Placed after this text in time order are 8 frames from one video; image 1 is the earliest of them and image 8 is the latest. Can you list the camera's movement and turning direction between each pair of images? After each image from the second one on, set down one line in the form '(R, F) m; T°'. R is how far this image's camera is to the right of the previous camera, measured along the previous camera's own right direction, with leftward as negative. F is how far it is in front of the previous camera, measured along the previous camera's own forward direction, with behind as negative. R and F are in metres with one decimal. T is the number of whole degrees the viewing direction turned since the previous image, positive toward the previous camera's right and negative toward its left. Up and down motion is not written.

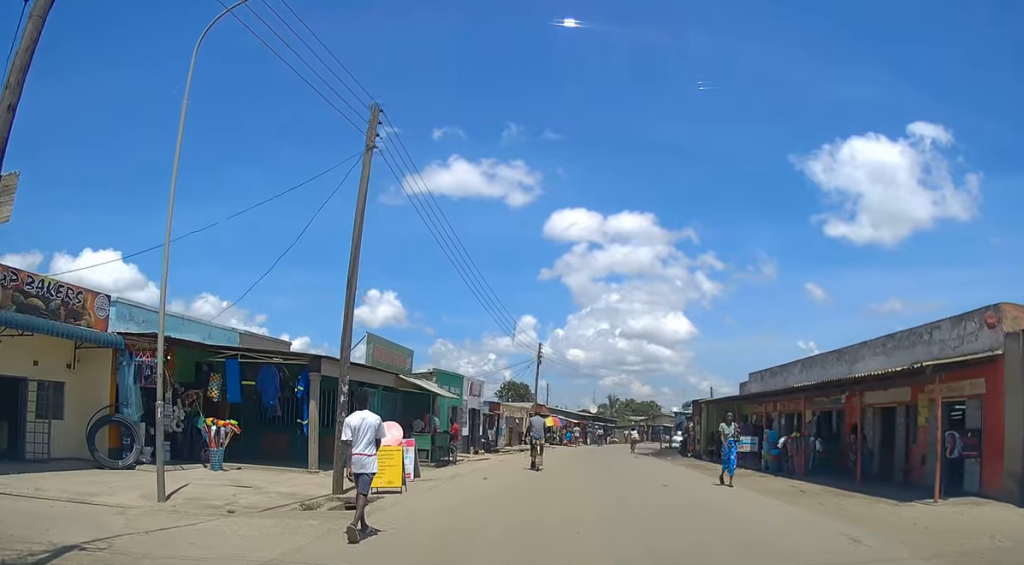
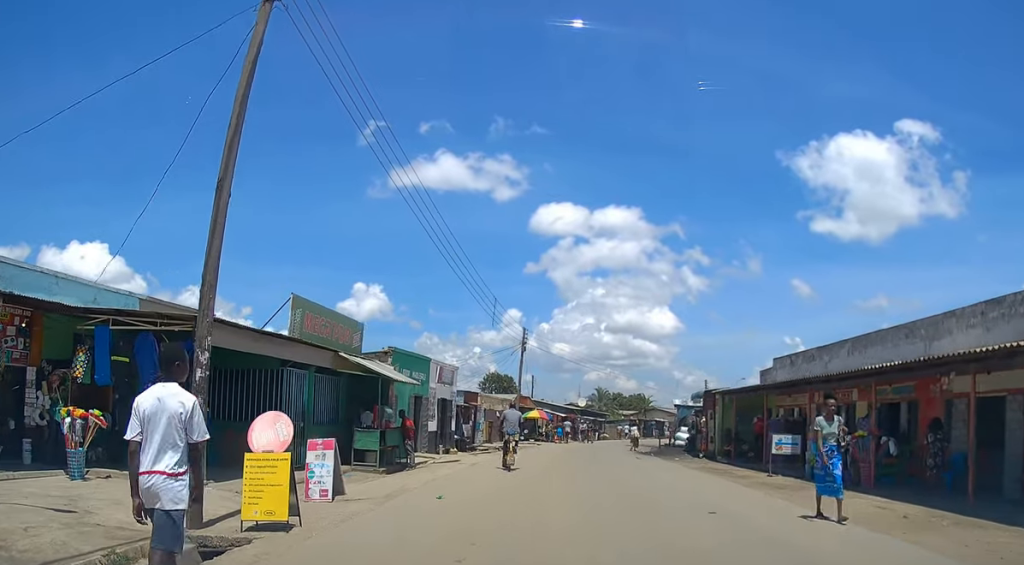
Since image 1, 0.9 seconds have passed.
(+0.1, +5.5) m; +1°
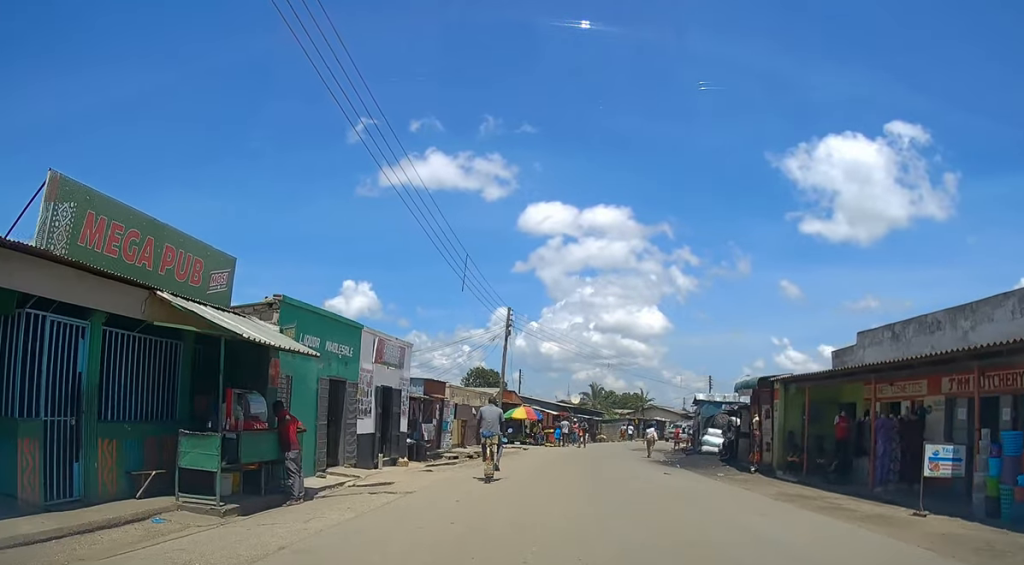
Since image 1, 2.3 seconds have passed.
(0.0, +8.7) m; 0°
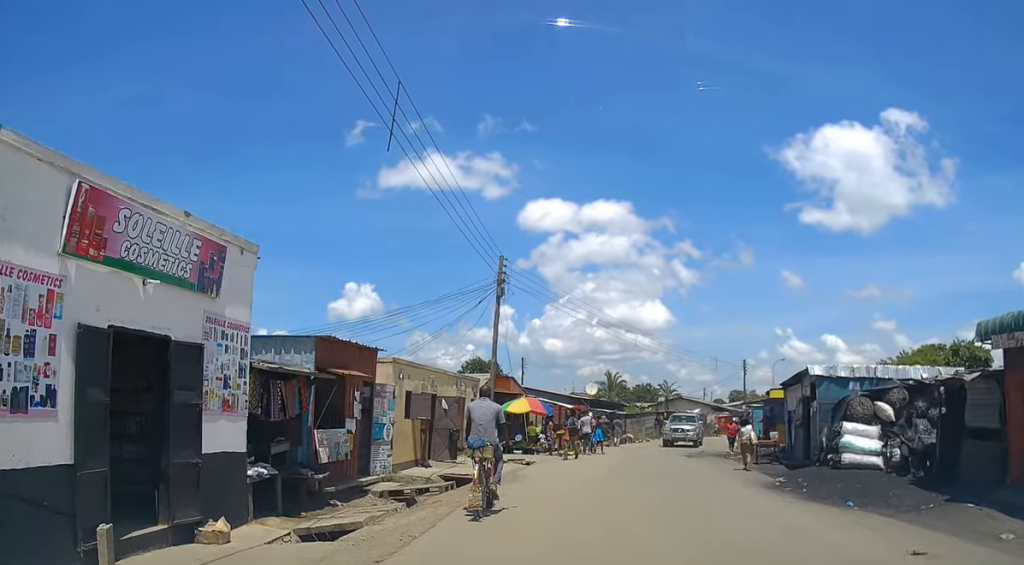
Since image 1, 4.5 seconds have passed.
(-0.1, +13.0) m; 0°
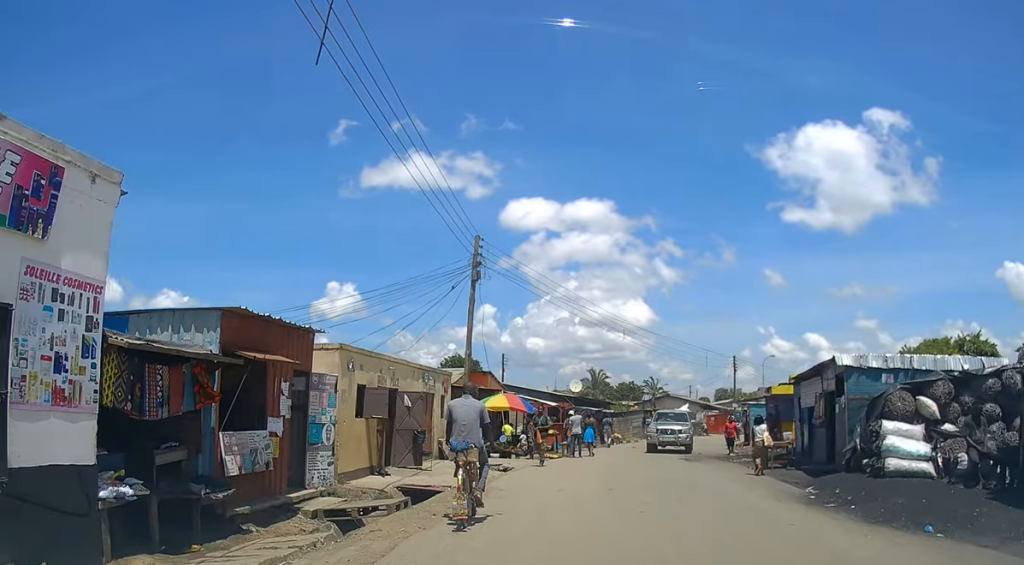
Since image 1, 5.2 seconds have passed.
(0.0, +3.1) m; 0°
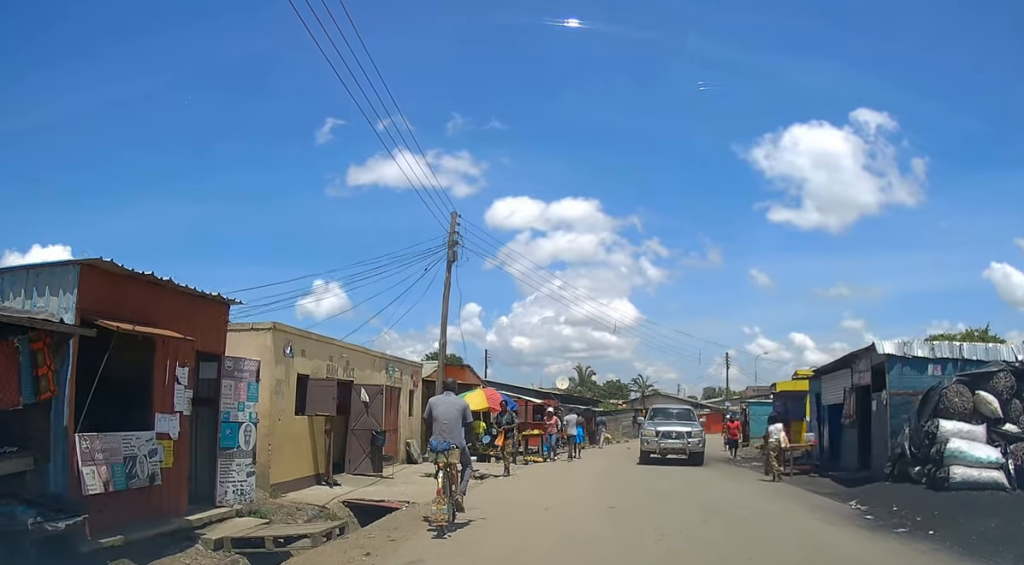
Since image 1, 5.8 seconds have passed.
(0.0, +3.0) m; 0°
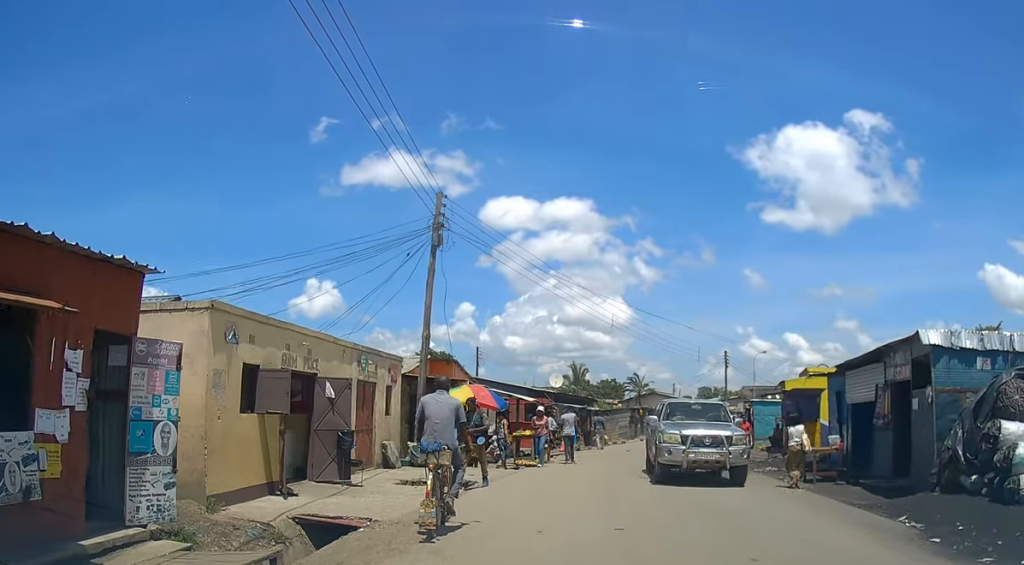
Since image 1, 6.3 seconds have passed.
(0.0, +2.1) m; 0°
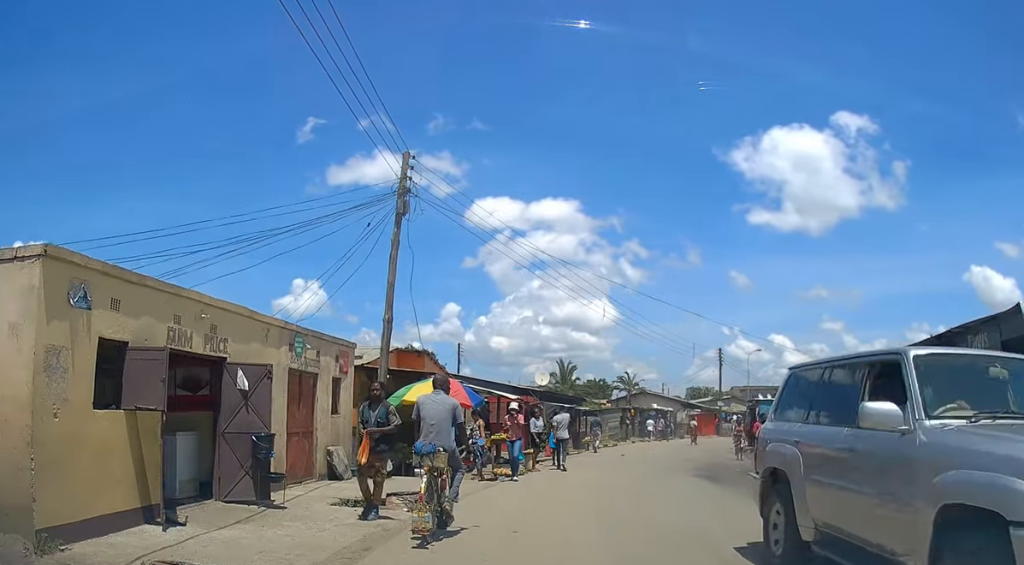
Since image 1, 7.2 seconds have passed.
(0.0, +3.5) m; 0°
